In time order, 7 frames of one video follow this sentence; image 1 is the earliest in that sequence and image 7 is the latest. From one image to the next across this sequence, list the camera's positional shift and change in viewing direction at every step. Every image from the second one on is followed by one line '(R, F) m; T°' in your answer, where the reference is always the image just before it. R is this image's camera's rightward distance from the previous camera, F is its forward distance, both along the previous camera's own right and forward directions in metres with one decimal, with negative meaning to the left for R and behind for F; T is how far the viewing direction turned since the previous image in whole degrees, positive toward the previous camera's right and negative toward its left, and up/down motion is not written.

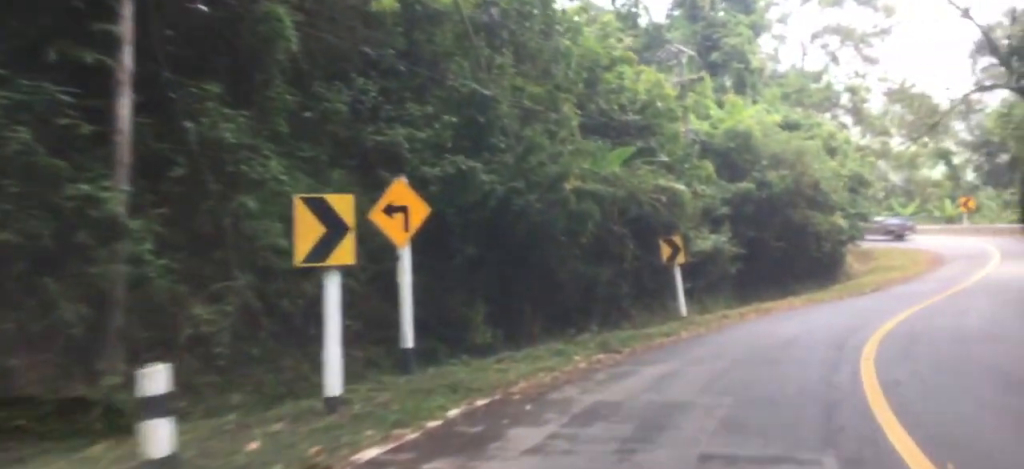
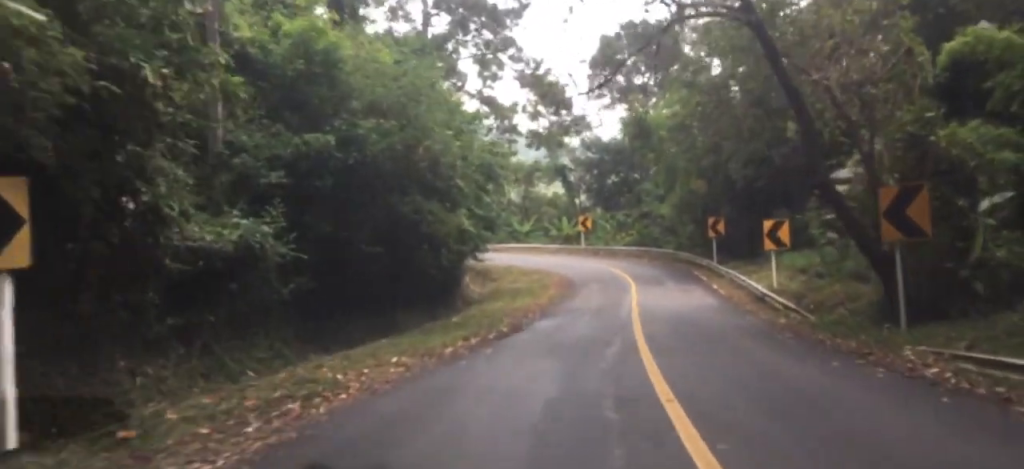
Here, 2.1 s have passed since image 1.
(+3.0, +12.6) m; +23°
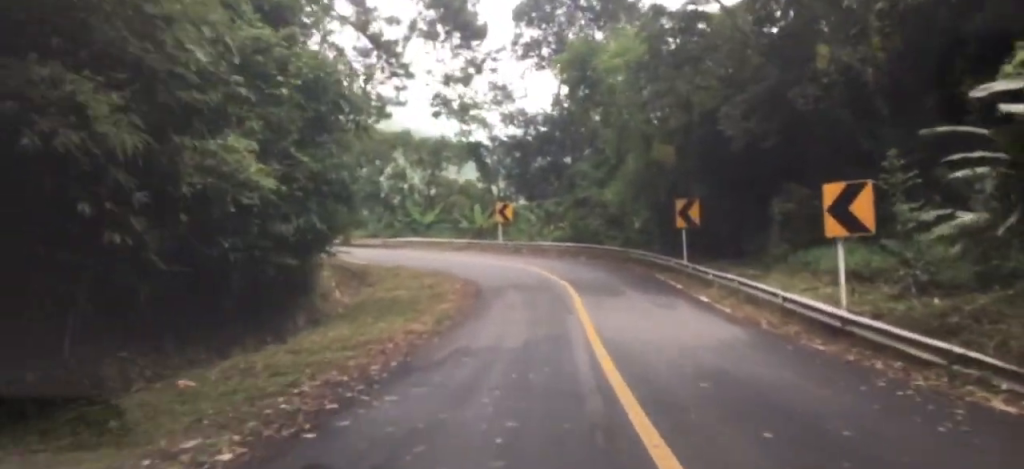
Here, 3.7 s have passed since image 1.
(+0.6, +11.6) m; +14°
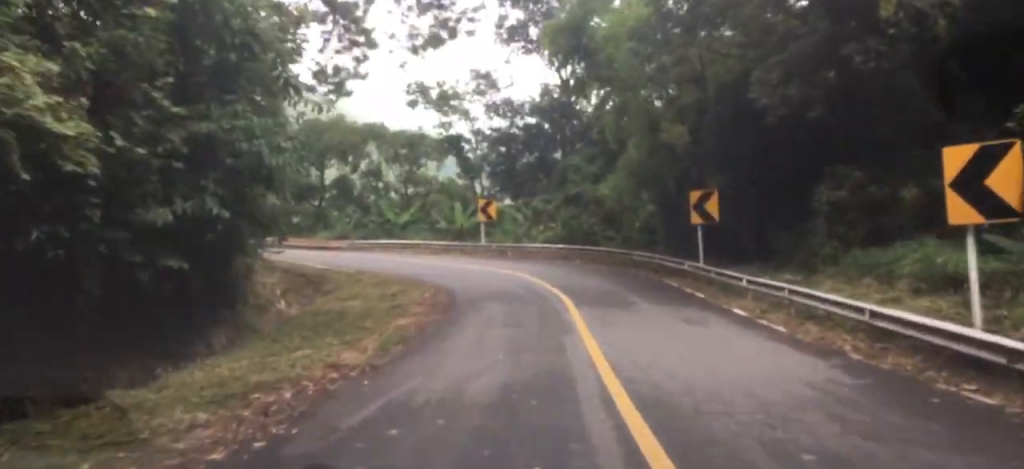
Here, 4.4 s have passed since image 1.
(+0.6, +5.3) m; +1°
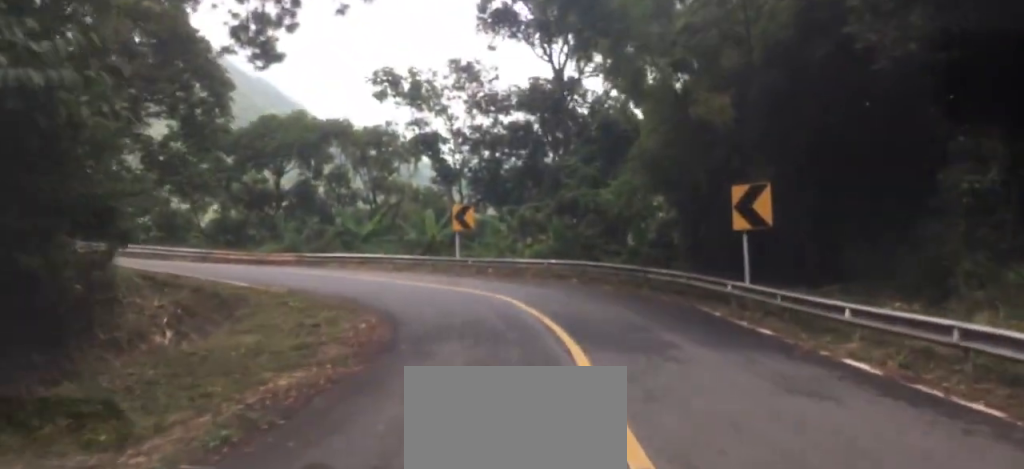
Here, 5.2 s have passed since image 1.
(0.0, +6.9) m; 0°
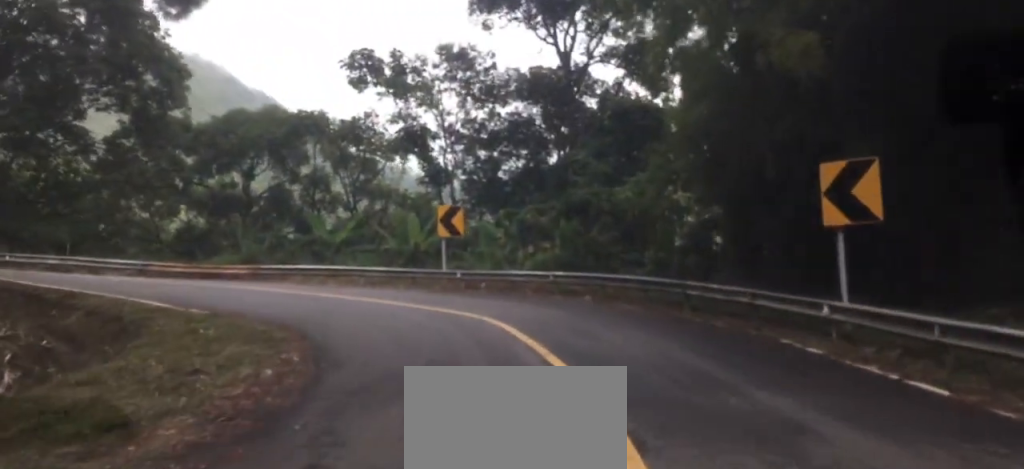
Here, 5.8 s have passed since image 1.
(-0.4, +5.7) m; -1°
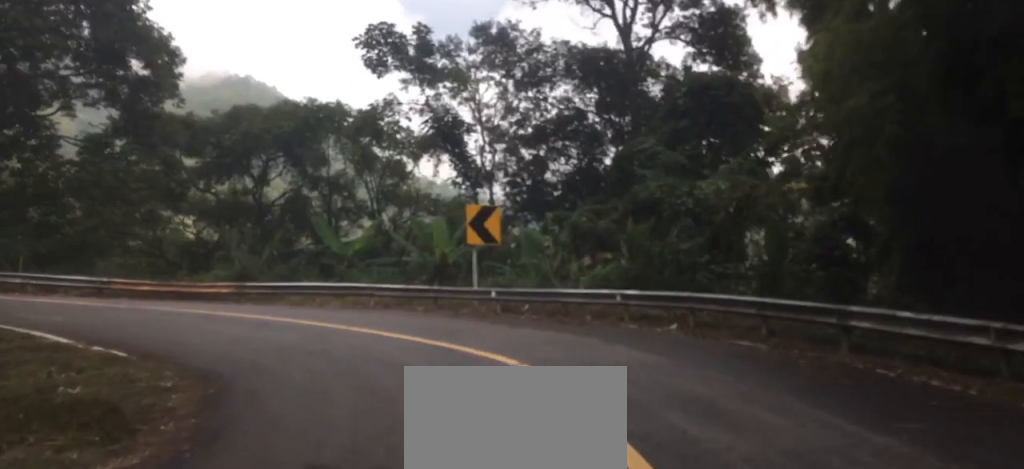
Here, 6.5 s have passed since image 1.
(+0.5, +6.7) m; 0°
